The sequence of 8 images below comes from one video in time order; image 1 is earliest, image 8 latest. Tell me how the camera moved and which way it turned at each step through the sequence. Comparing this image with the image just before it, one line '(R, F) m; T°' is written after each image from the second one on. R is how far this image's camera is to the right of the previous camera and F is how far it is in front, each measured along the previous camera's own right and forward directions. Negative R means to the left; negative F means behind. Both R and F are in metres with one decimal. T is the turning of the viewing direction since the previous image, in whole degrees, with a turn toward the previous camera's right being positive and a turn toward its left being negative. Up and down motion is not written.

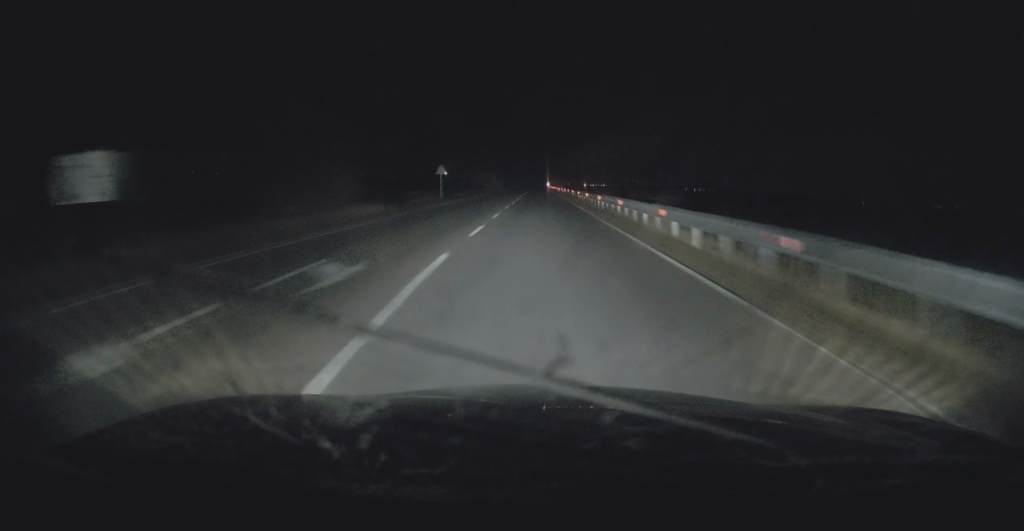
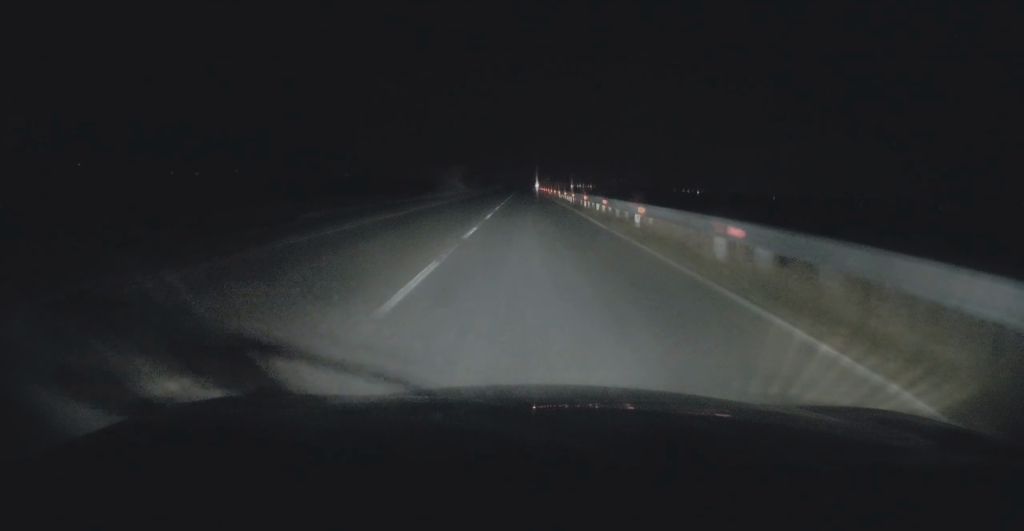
(+0.2, +46.0) m; 0°
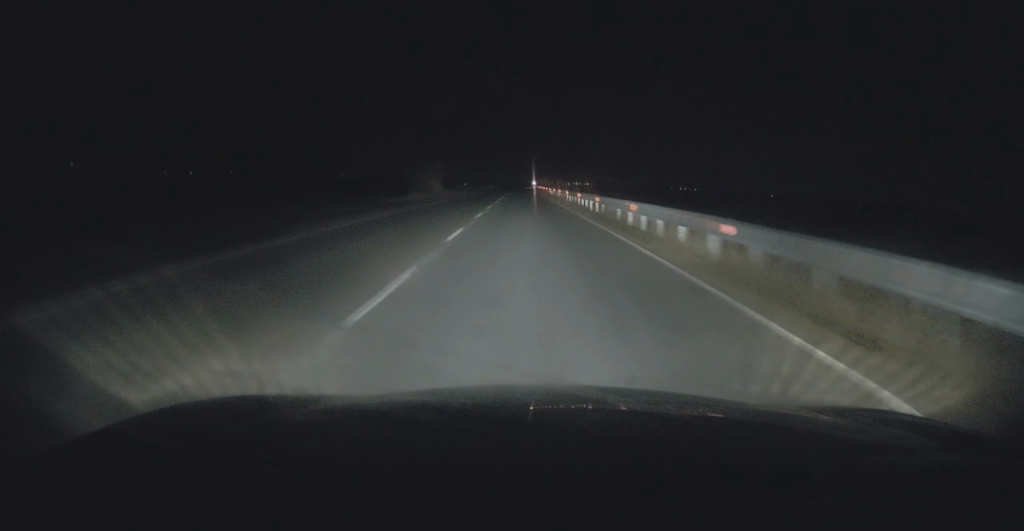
(+0.1, +16.2) m; 0°
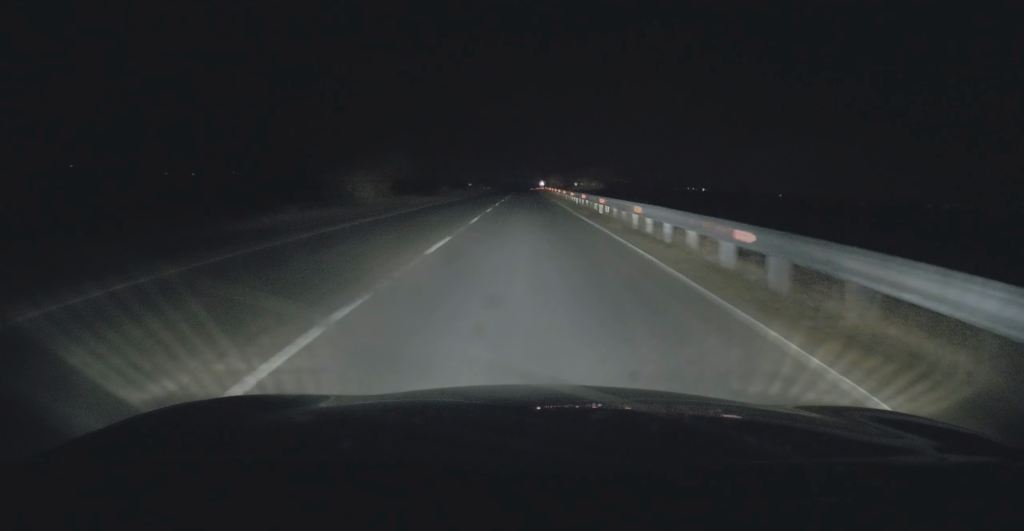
(+0.2, +25.1) m; 0°
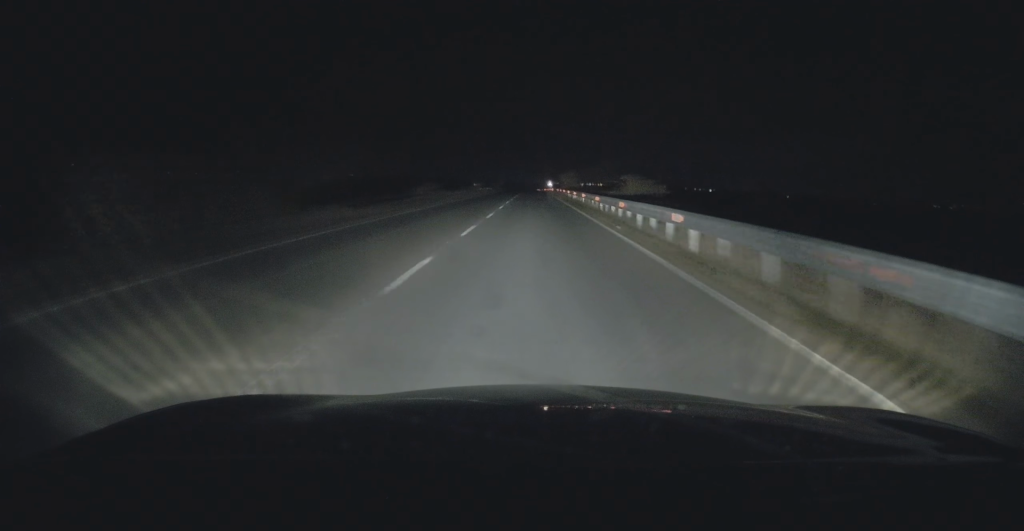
(0.0, +19.4) m; 0°
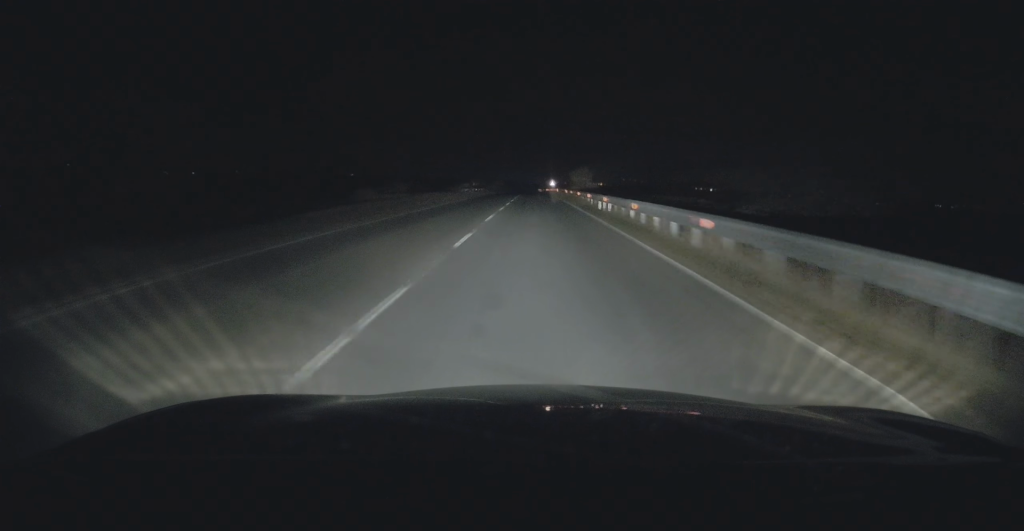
(-0.1, +17.8) m; -1°
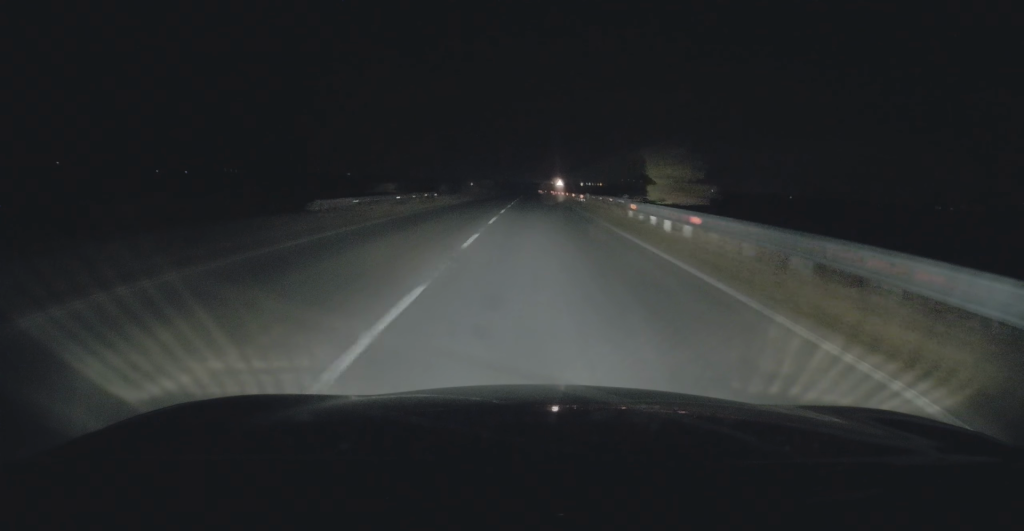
(-0.3, +38.3) m; 0°
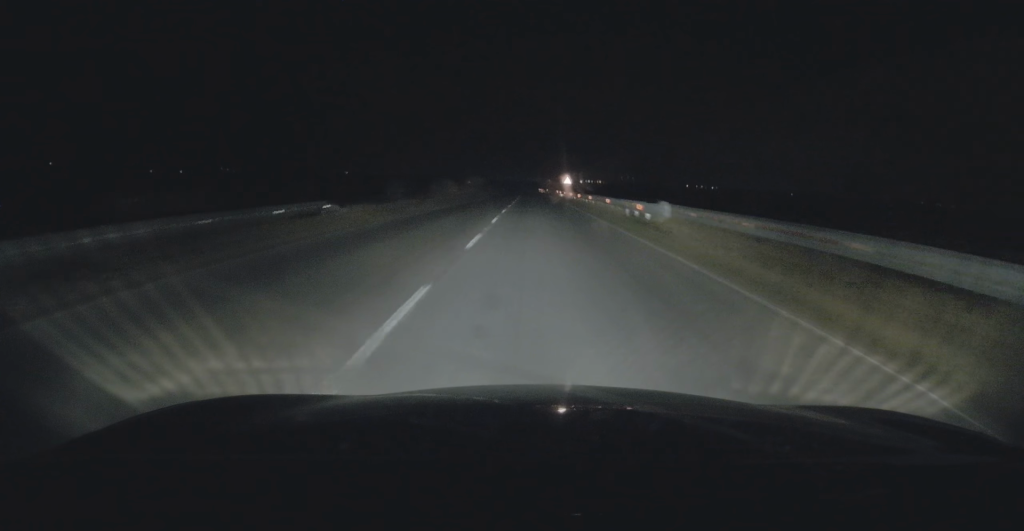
(0.0, +22.3) m; +1°
